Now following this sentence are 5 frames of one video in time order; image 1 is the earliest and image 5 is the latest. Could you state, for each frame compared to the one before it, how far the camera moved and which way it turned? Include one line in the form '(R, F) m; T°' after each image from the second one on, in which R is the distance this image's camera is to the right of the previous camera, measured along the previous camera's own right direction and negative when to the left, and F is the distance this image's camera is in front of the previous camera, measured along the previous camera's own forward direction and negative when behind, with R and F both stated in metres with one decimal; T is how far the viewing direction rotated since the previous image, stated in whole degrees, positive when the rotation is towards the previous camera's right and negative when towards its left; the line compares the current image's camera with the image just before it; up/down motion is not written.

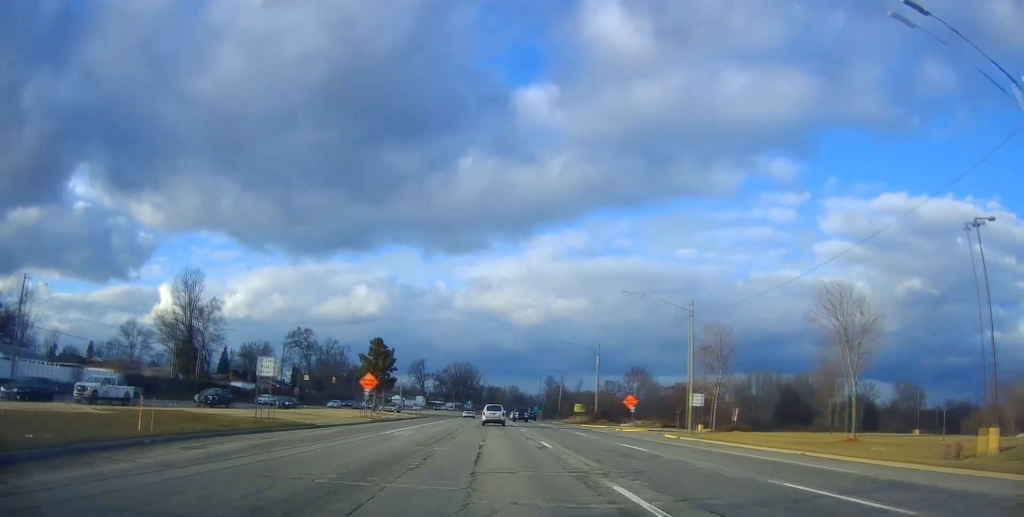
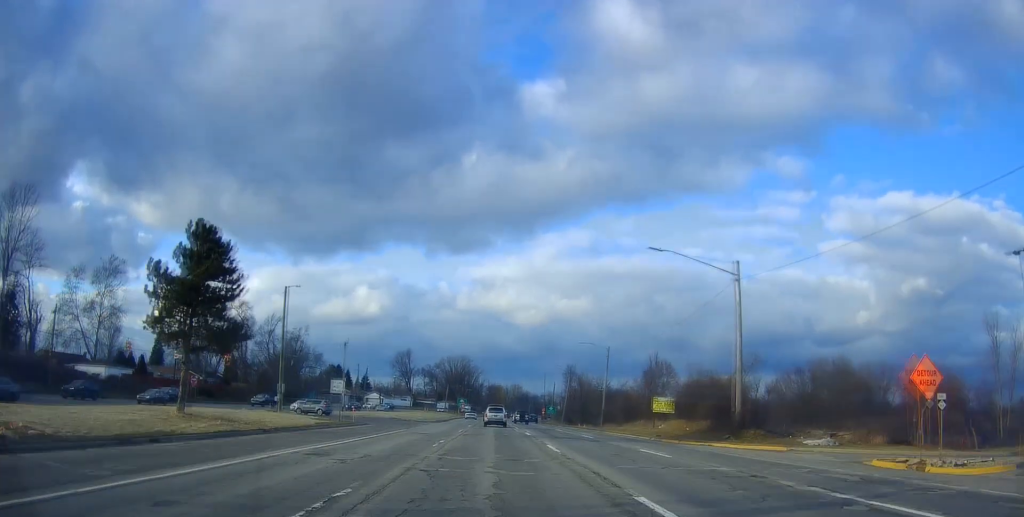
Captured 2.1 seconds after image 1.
(-1.1, +47.7) m; 0°
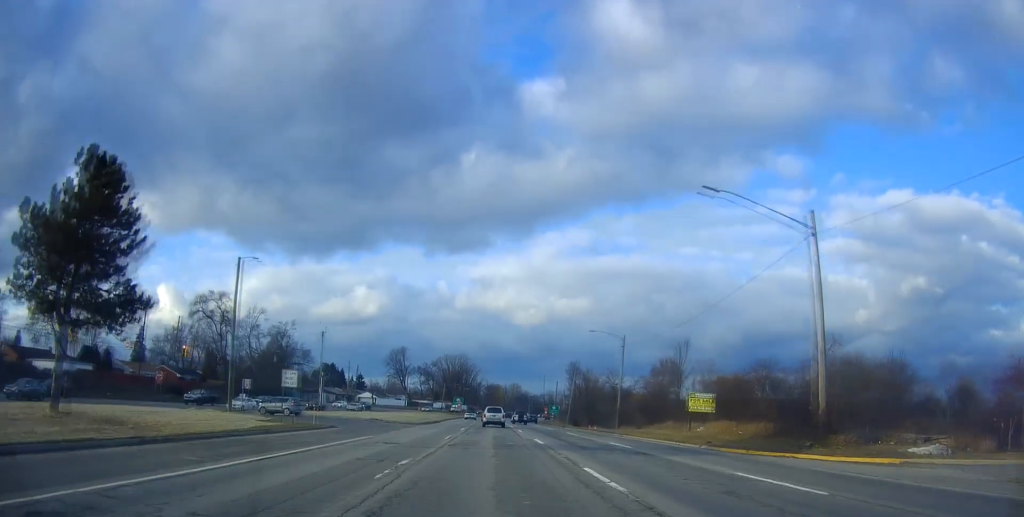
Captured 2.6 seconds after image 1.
(0.0, +9.7) m; +1°
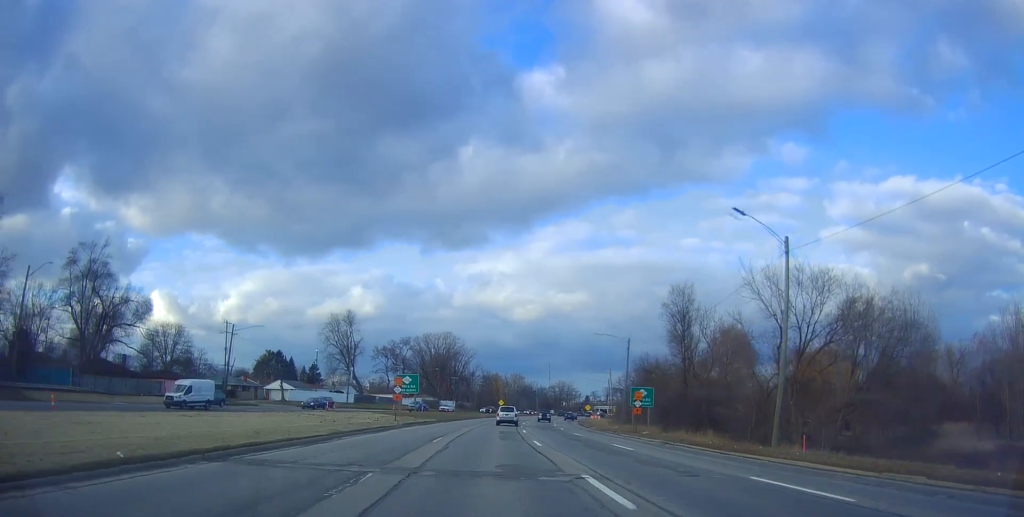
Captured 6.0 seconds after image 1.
(-1.5, +78.5) m; -2°
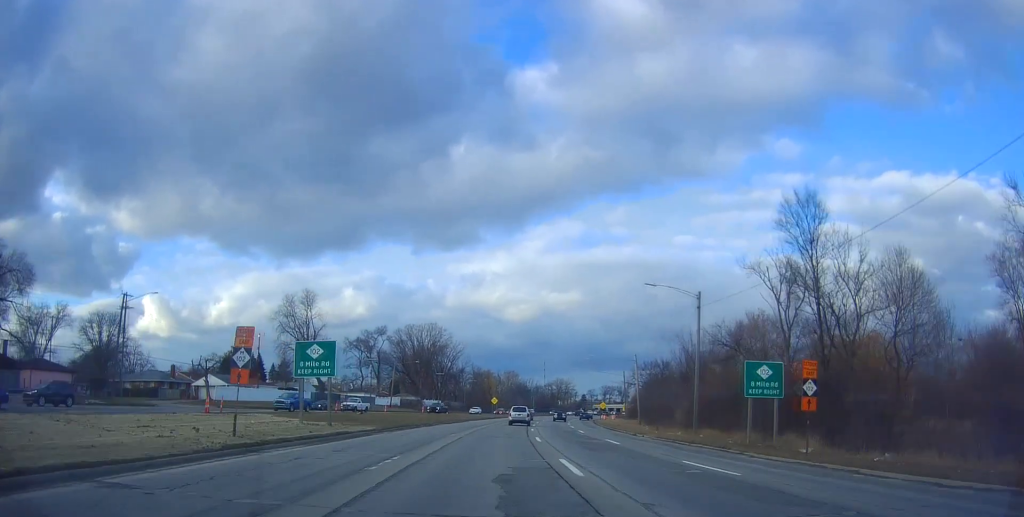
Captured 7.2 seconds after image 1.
(+0.6, +26.5) m; +1°
